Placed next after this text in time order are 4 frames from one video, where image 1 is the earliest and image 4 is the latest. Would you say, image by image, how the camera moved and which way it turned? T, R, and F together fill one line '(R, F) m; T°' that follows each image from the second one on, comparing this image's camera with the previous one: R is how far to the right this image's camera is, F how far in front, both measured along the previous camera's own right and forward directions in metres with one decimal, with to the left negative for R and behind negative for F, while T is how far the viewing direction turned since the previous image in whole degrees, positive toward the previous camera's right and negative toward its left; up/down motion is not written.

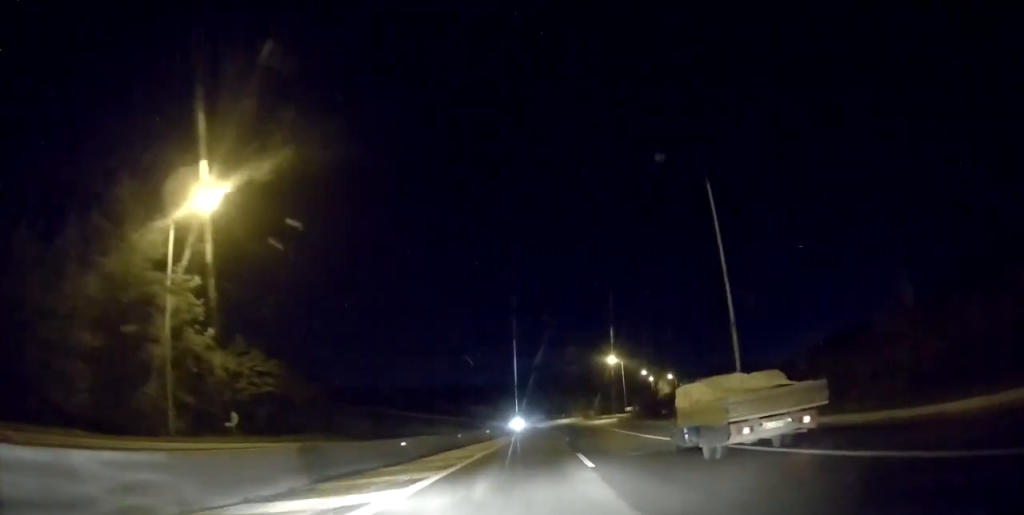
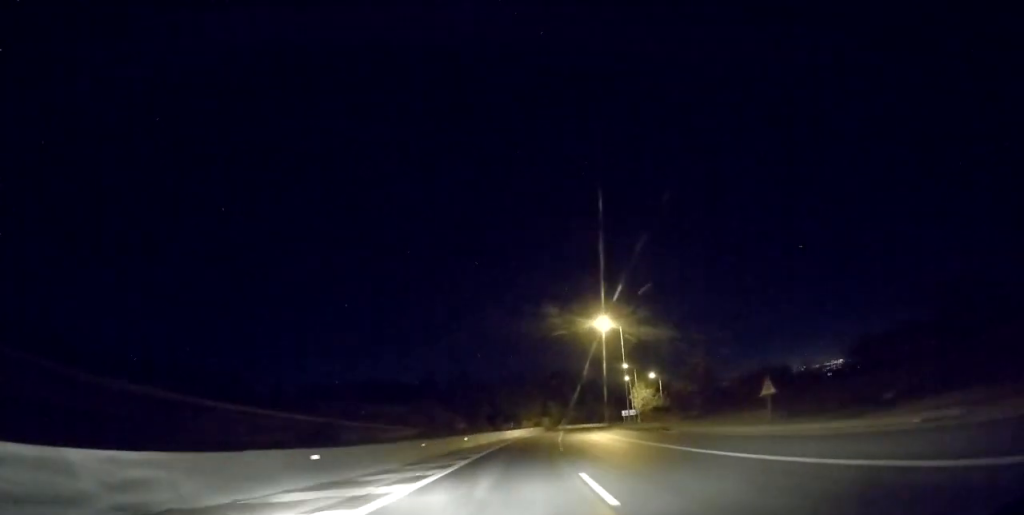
(+2.8, +57.4) m; +5°
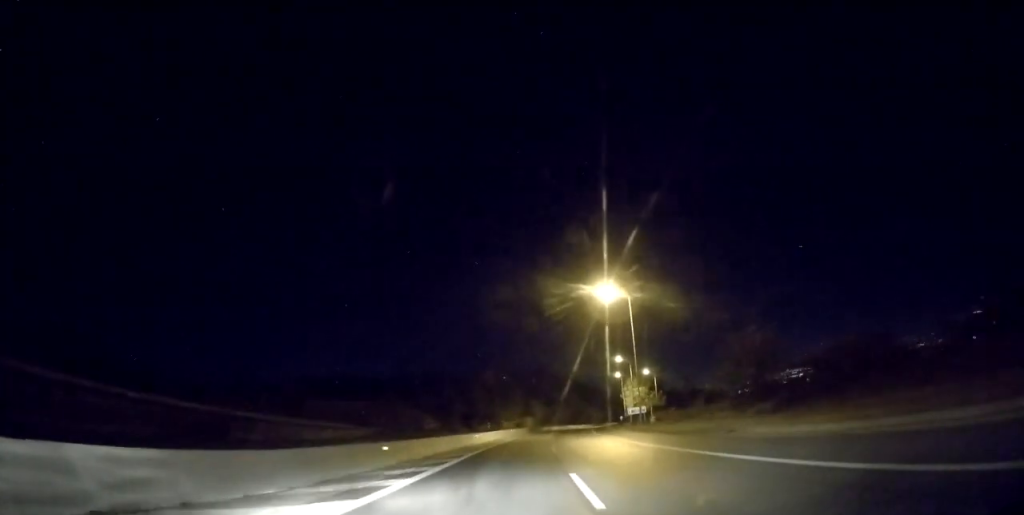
(+1.0, +17.4) m; +4°
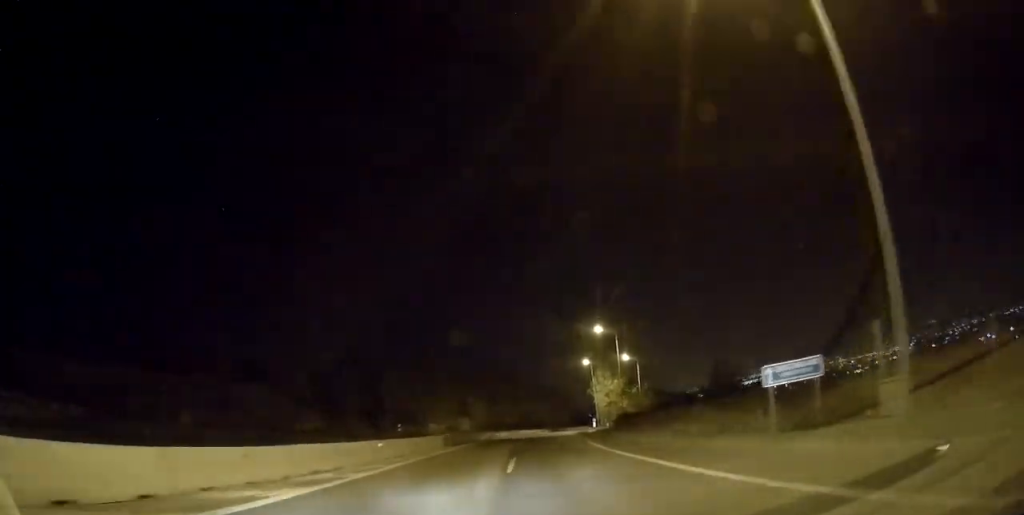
(+1.8, +43.8) m; +3°
